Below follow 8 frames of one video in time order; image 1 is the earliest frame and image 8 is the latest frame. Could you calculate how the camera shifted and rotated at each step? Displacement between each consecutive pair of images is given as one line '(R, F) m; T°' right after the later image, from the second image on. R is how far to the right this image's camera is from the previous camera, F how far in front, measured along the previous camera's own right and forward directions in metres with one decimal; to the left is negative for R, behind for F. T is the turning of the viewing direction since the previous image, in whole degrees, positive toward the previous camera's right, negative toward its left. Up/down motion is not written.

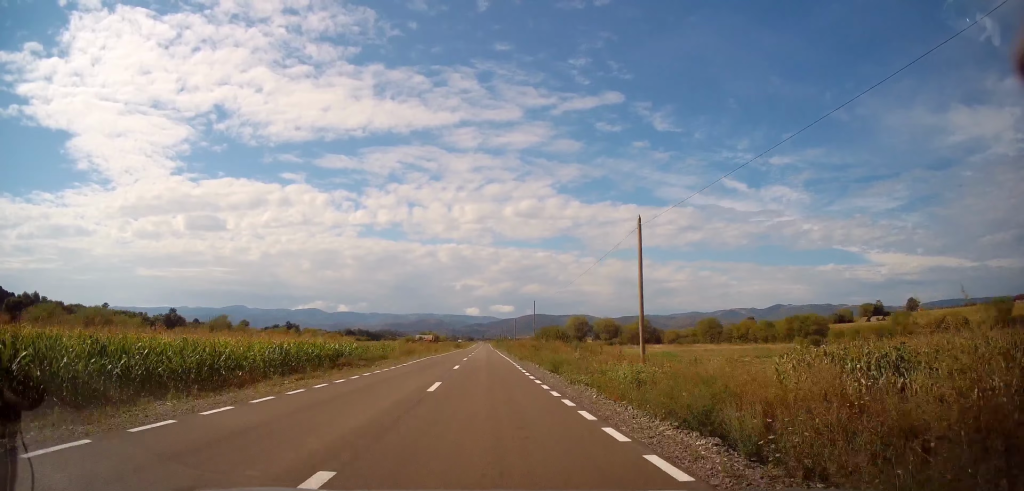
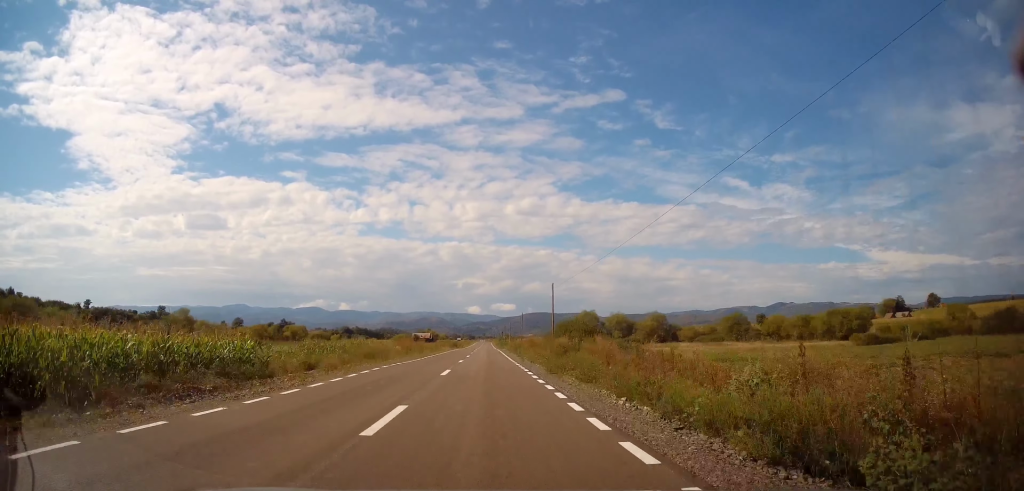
(+0.1, +18.0) m; 0°
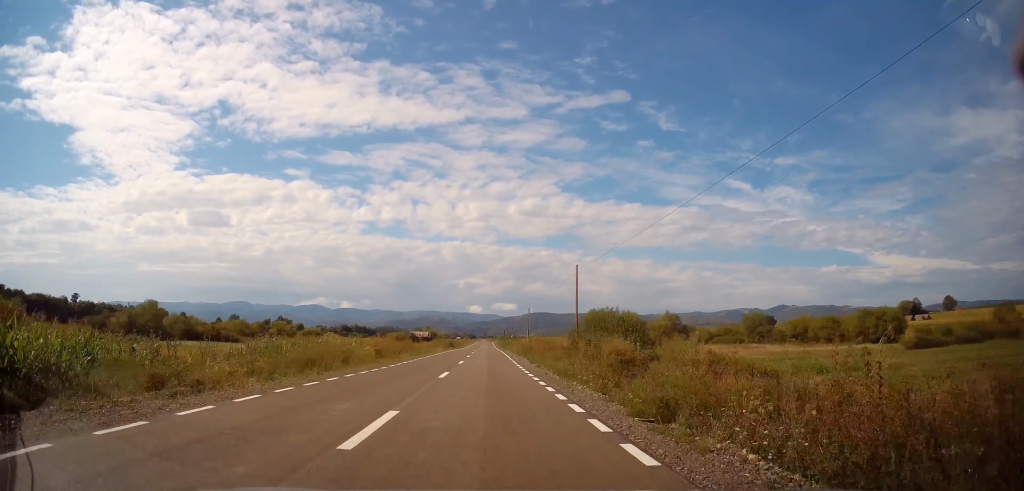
(0.0, +12.4) m; 0°
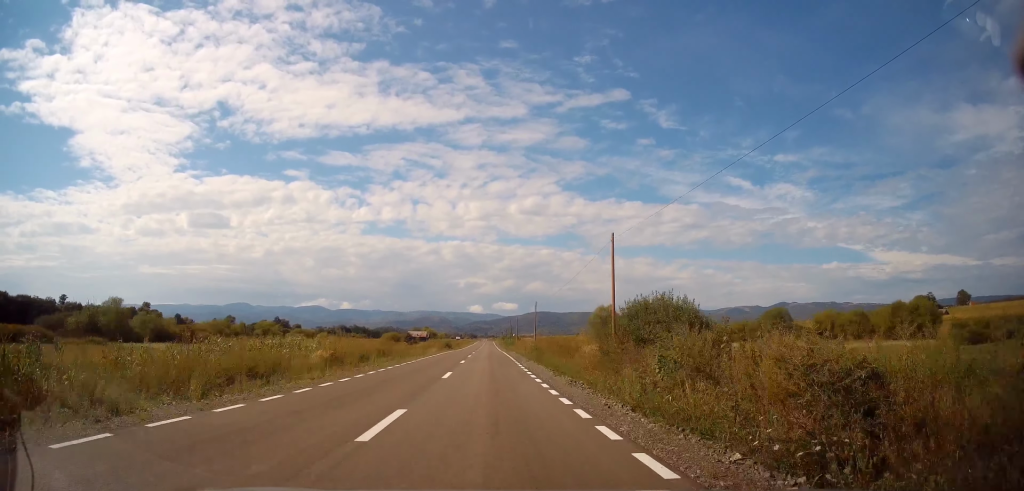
(+0.1, +10.8) m; 0°
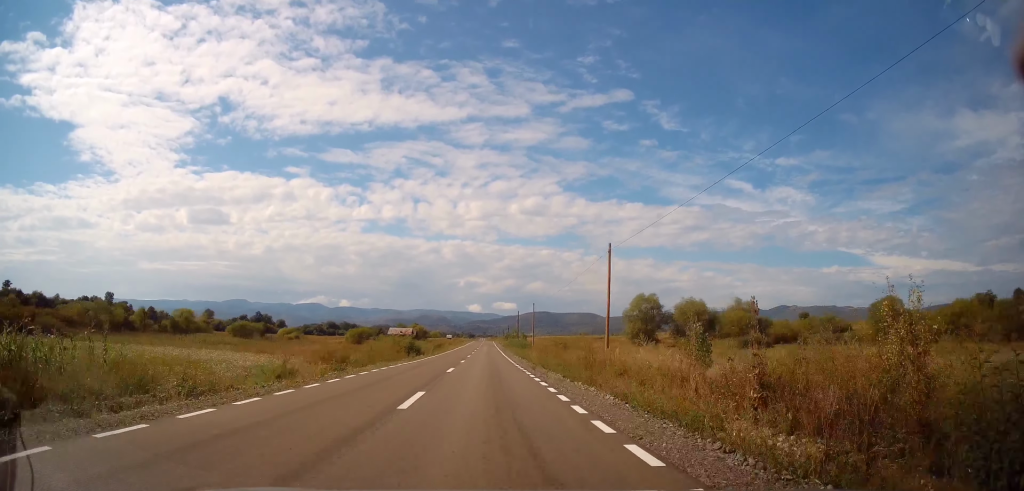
(+0.4, +43.1) m; +1°
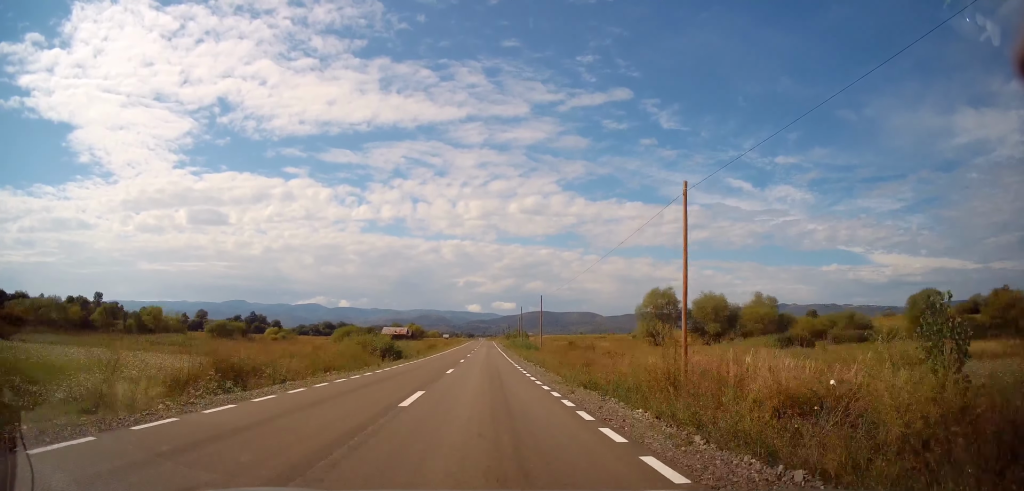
(+0.1, +11.1) m; 0°
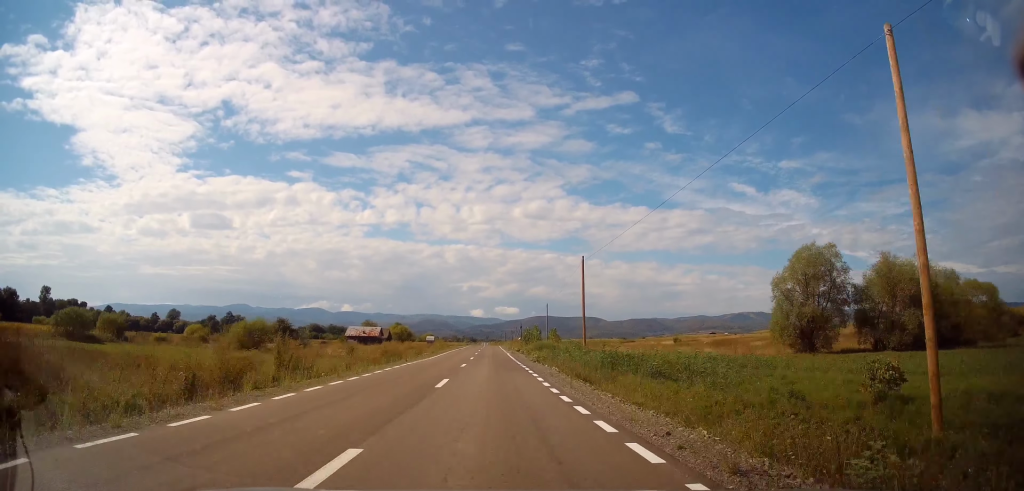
(-1.1, +53.0) m; 0°
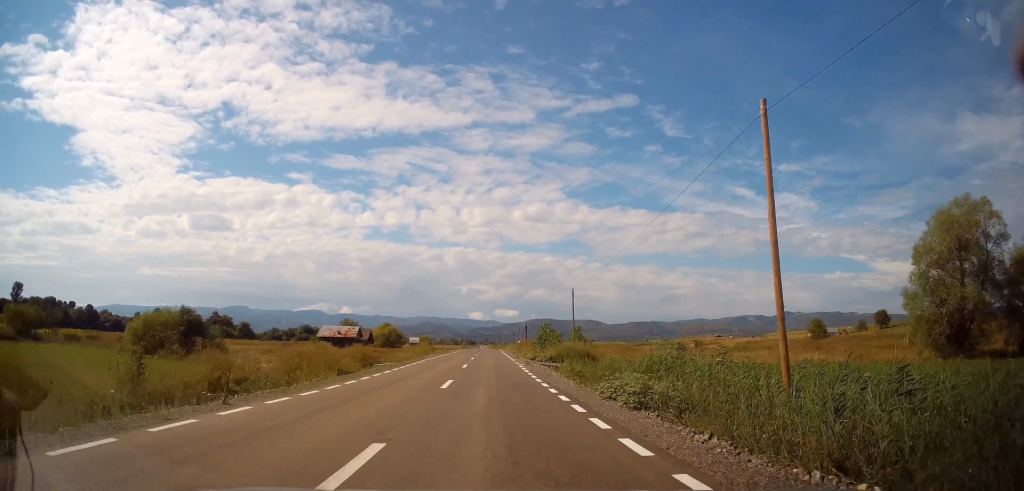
(+0.3, +22.4) m; +1°
